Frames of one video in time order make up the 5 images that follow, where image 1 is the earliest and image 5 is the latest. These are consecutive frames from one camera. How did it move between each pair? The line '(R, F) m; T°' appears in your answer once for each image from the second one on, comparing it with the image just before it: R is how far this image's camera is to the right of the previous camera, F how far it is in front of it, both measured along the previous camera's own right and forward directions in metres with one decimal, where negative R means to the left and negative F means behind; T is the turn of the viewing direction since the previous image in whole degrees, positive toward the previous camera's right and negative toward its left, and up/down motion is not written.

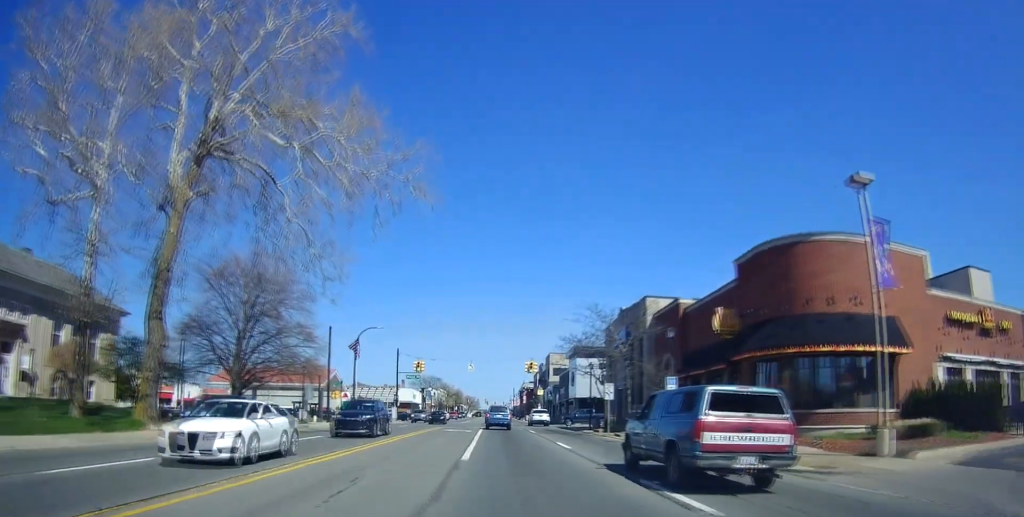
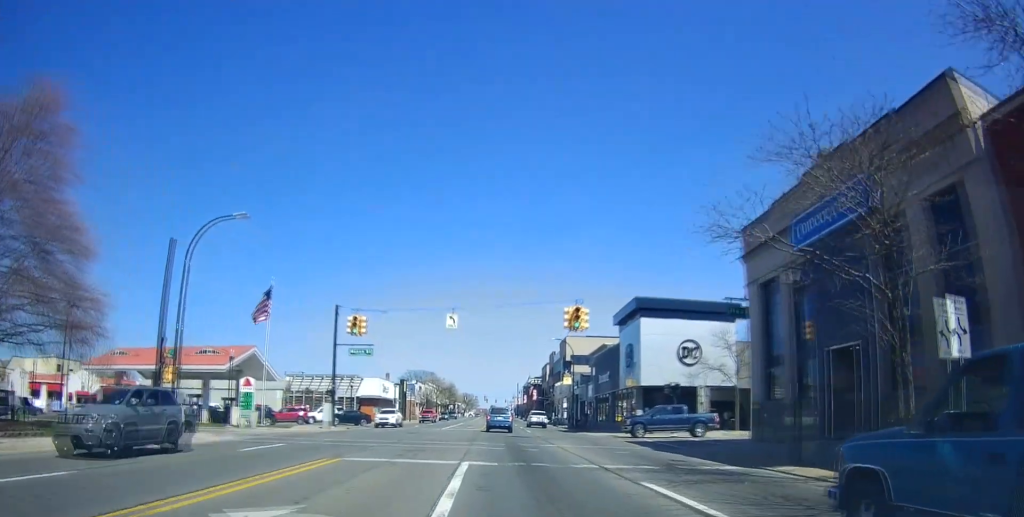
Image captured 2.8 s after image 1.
(+0.7, +31.5) m; -3°
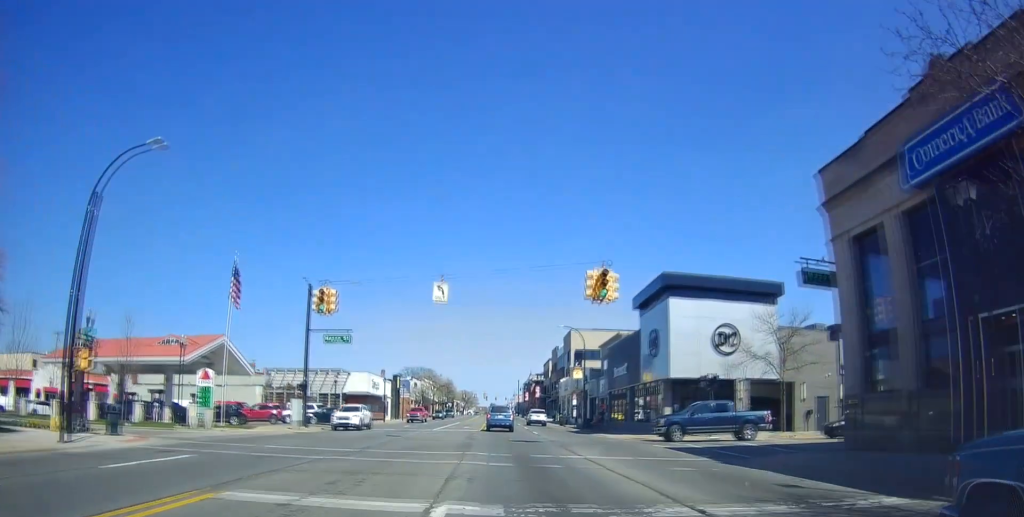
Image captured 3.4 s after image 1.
(-0.1, +6.8) m; -1°
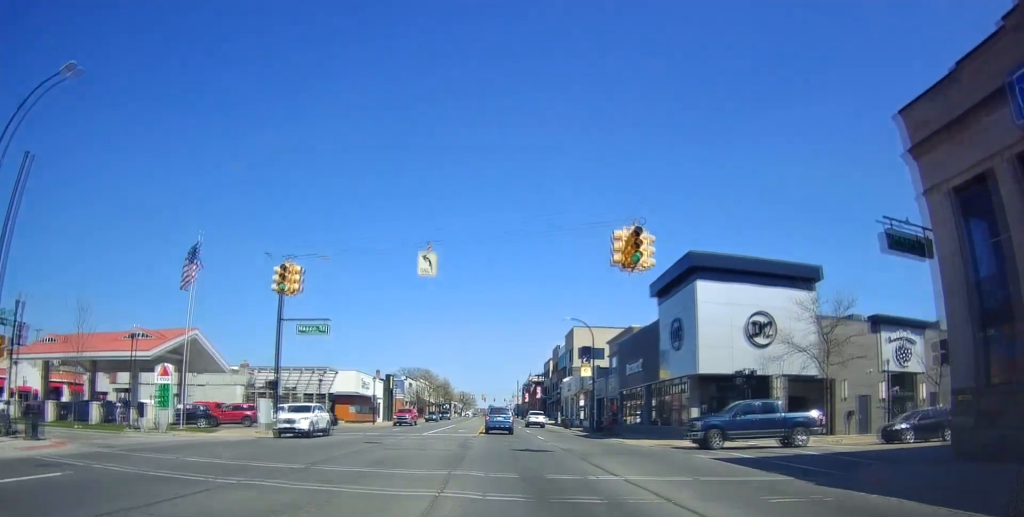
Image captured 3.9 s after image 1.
(-0.2, +5.0) m; 0°
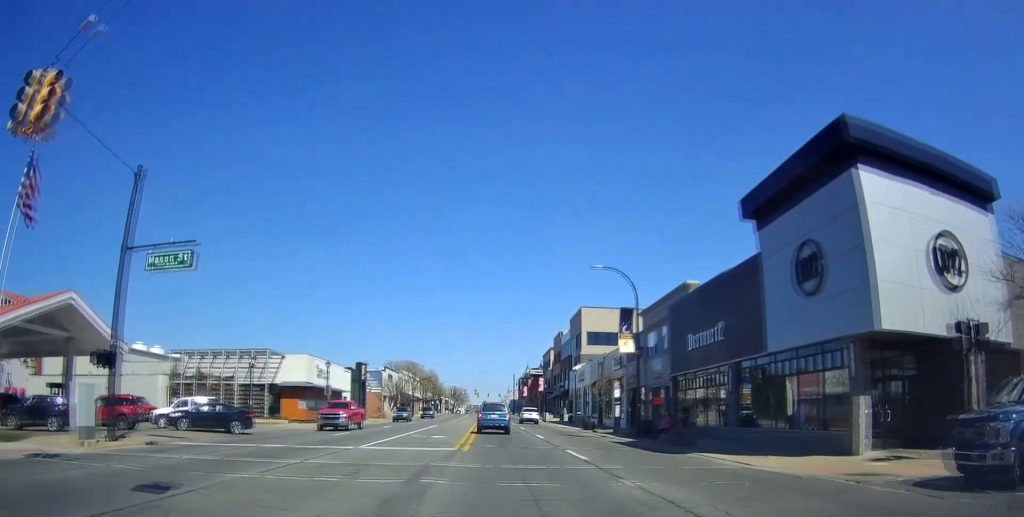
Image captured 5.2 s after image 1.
(+0.5, +15.2) m; +3°
